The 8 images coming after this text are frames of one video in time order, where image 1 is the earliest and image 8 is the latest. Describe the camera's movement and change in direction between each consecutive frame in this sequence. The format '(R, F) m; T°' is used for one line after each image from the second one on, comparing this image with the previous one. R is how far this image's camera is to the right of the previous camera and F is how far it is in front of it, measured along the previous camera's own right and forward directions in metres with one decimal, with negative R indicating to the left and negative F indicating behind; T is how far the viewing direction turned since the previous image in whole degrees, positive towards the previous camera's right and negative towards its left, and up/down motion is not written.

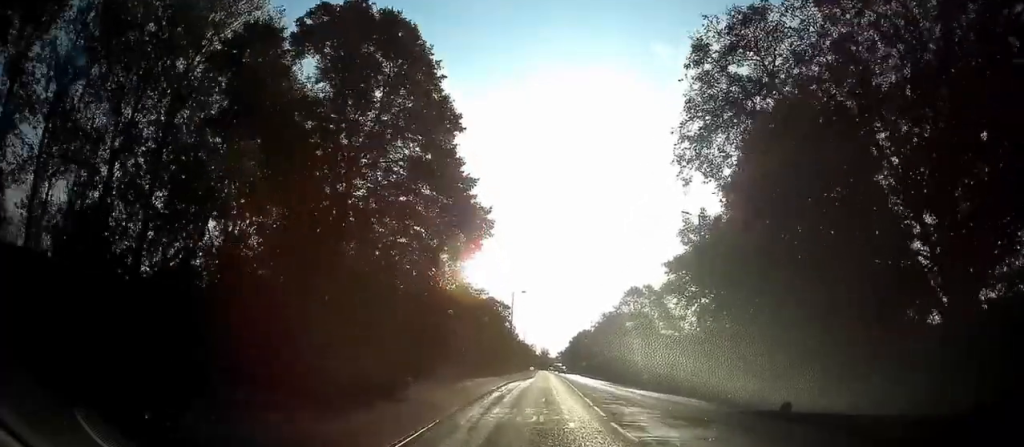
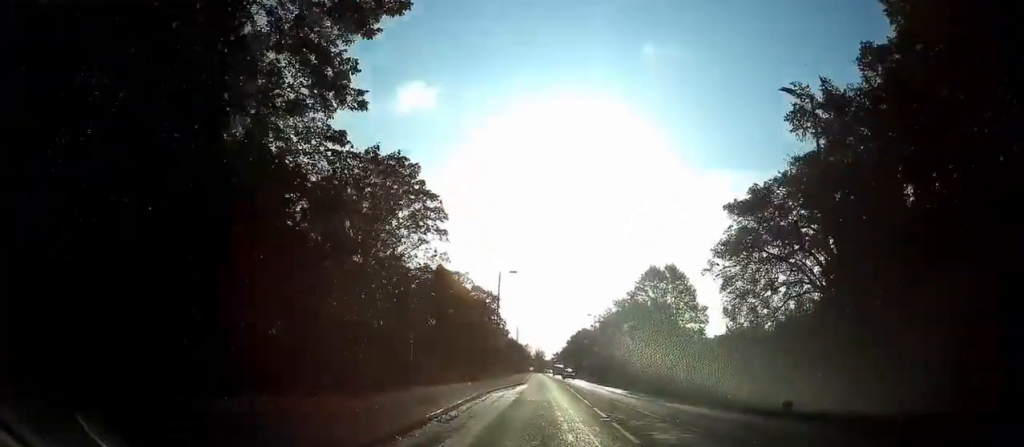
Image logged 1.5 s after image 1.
(+0.3, +15.7) m; +1°
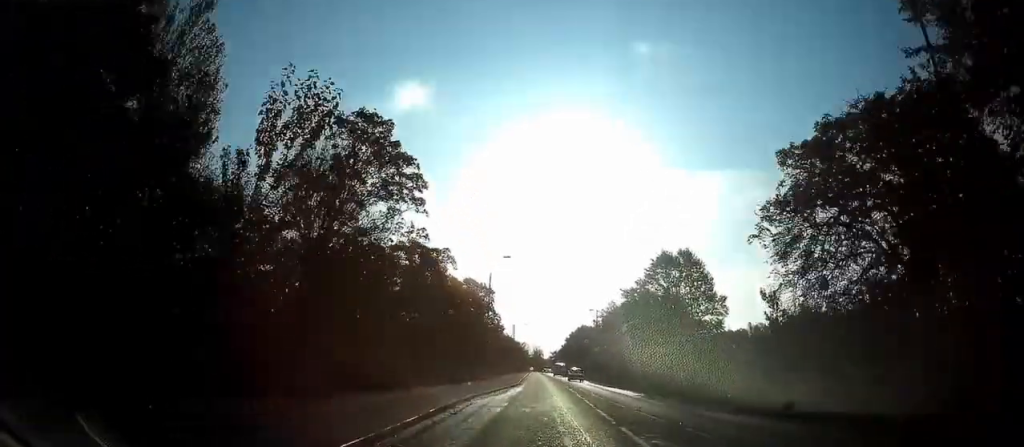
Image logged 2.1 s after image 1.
(0.0, +7.0) m; 0°
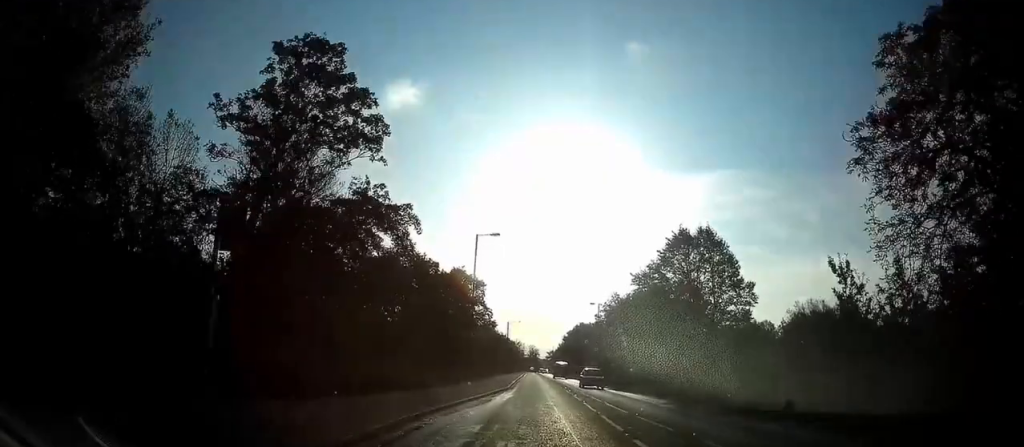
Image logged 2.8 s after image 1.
(0.0, +8.2) m; 0°
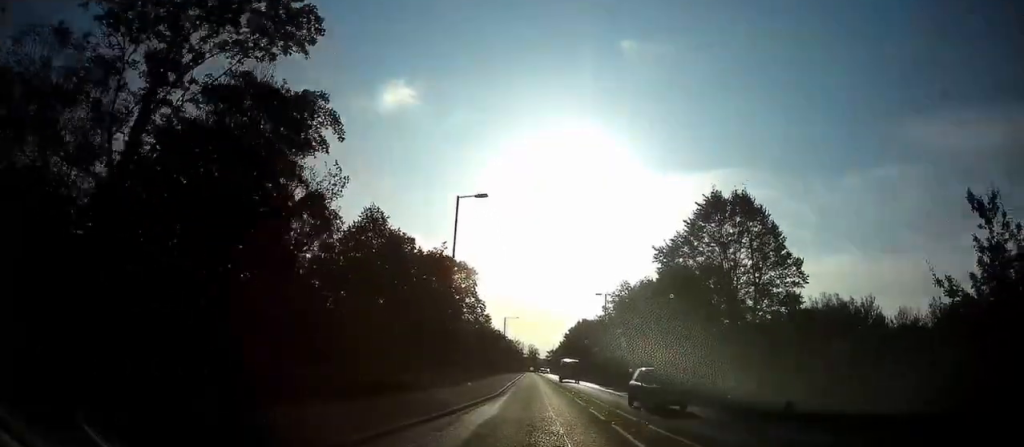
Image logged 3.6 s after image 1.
(0.0, +9.1) m; 0°
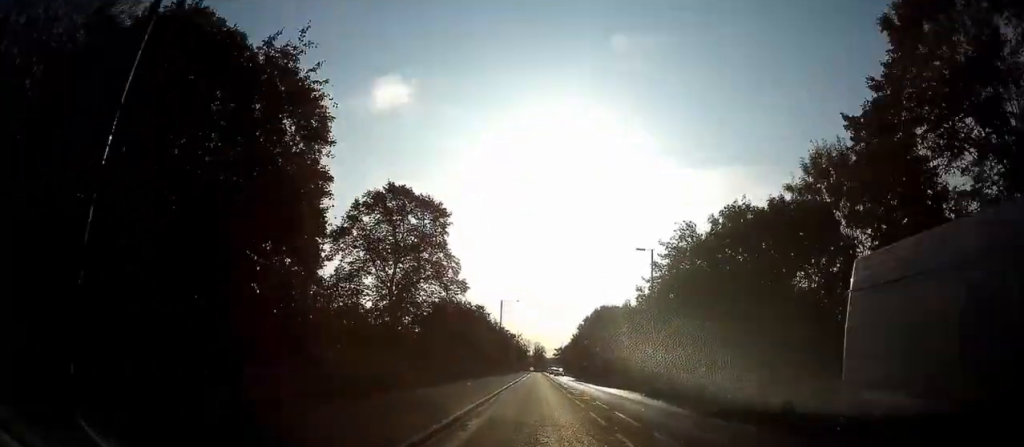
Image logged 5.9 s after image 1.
(-0.1, +25.3) m; 0°
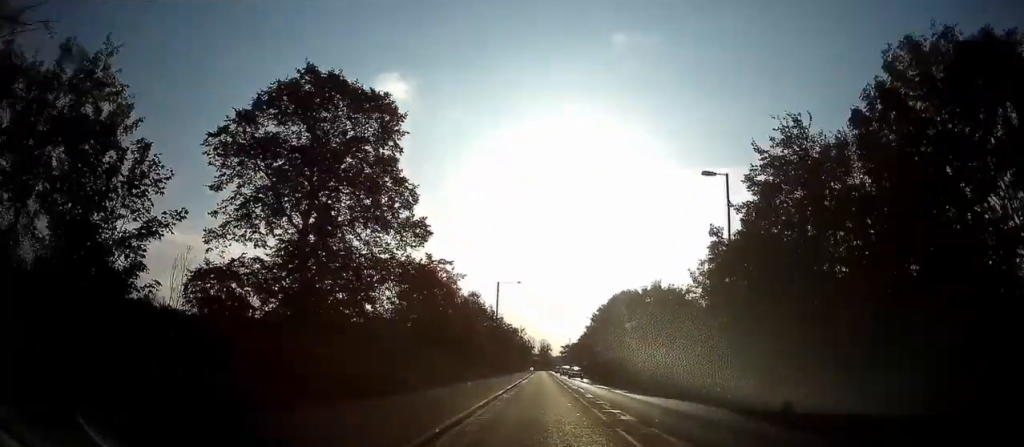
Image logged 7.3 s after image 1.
(+0.1, +16.6) m; 0°
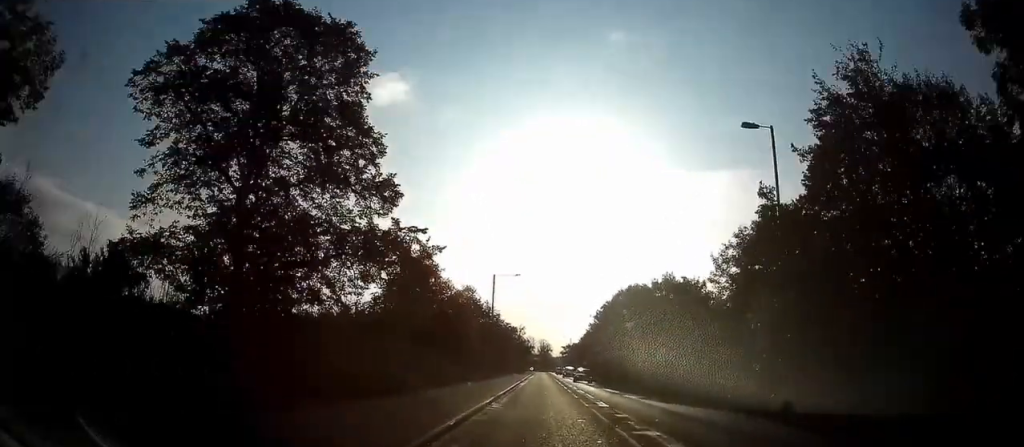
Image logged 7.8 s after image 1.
(0.0, +5.7) m; 0°
